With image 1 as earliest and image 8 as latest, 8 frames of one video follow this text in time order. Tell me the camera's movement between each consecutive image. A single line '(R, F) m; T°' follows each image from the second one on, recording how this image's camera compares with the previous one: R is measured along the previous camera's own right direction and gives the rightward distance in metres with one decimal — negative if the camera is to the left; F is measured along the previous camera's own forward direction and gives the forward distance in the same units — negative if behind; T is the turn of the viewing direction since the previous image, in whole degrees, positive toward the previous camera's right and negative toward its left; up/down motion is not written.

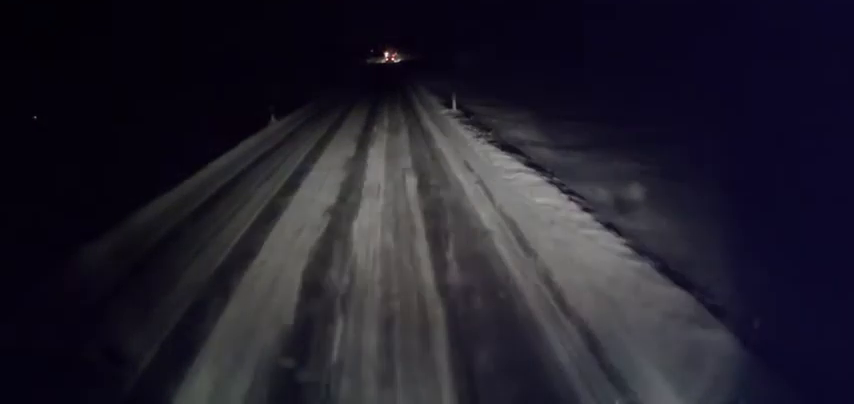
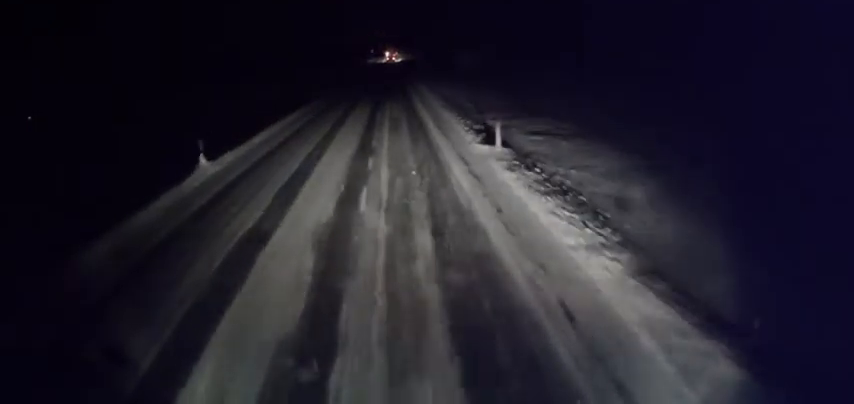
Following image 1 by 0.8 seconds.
(-0.1, +9.0) m; +1°
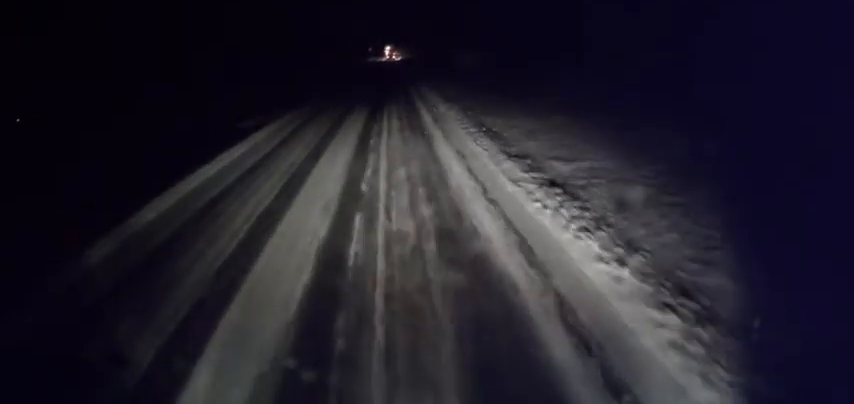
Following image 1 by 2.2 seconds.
(+0.2, +14.6) m; 0°
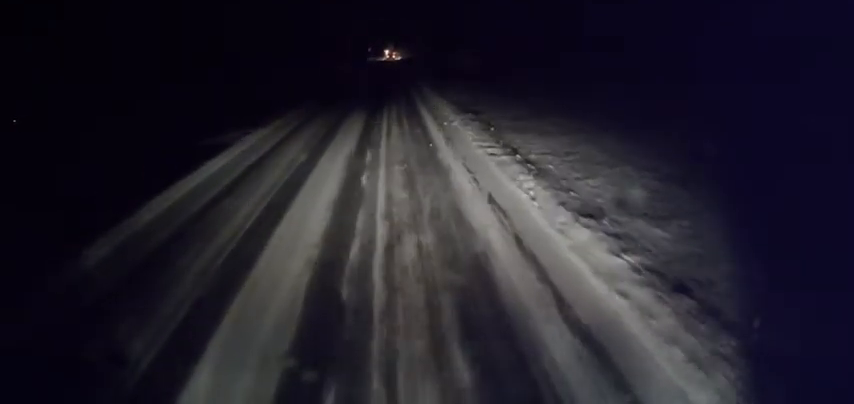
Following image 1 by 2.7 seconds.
(-0.2, +4.5) m; 0°
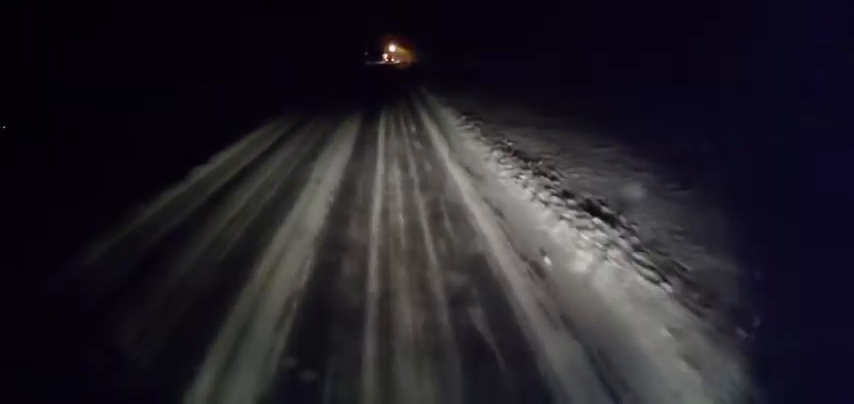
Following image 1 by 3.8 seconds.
(+0.5, +11.9) m; 0°
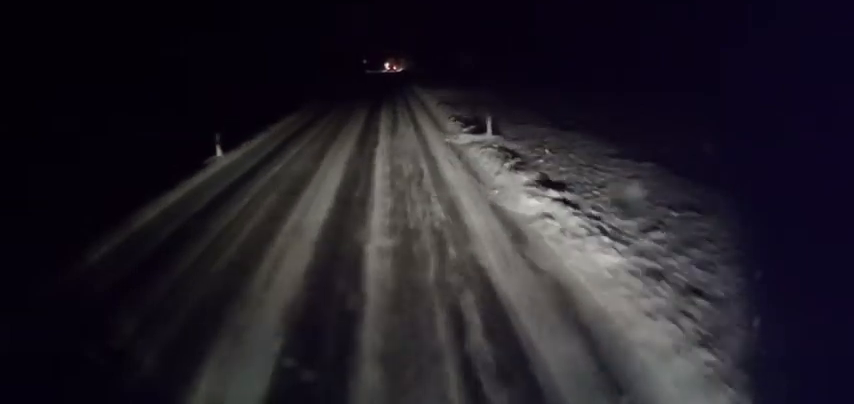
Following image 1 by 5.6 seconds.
(0.0, +18.2) m; 0°
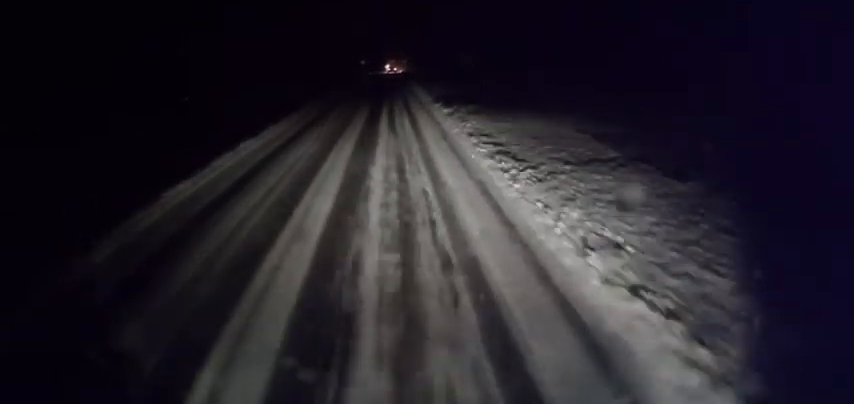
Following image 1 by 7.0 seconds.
(-0.5, +14.2) m; -1°
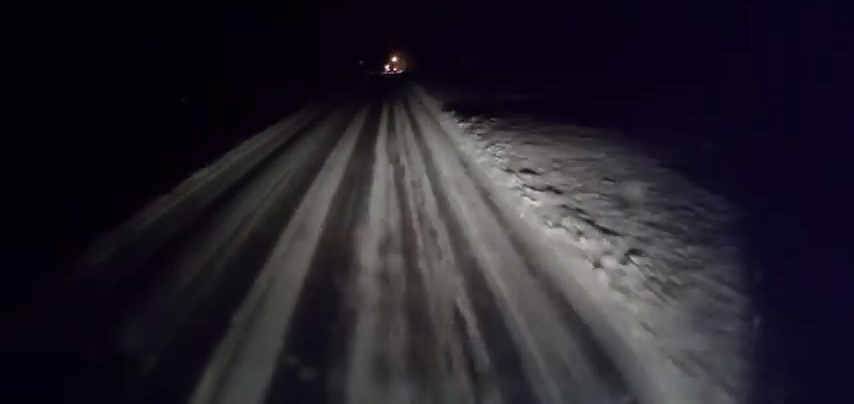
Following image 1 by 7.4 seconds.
(+0.1, +4.6) m; +1°
